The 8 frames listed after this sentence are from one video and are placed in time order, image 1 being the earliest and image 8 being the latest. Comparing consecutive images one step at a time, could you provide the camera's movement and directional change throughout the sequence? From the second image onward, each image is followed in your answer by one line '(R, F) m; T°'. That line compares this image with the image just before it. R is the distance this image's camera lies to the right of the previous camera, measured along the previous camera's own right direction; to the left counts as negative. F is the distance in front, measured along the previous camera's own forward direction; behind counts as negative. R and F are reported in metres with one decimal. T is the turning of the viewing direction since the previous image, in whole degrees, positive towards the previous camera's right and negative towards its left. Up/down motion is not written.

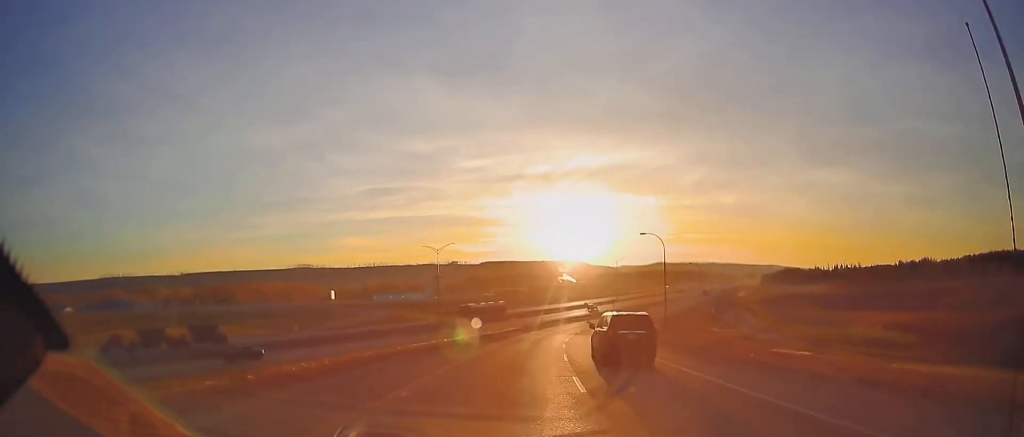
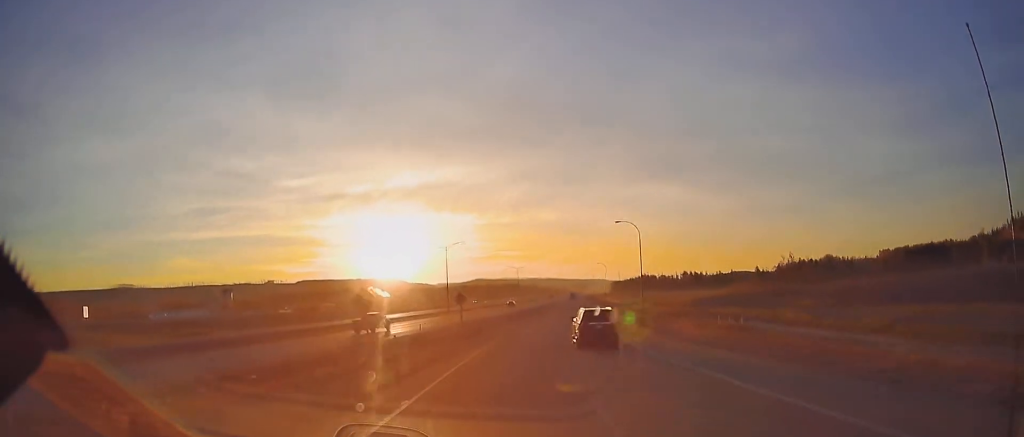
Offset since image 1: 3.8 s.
(+14.6, +86.6) m; +17°
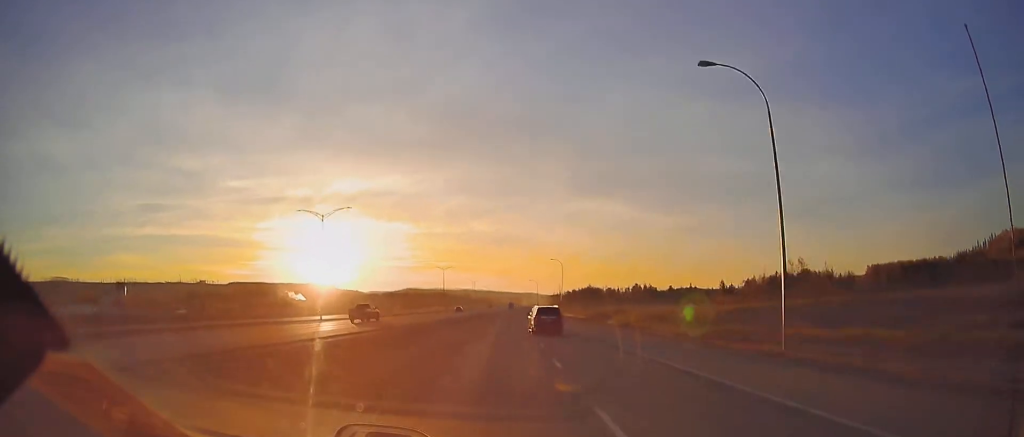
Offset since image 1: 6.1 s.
(+4.1, +54.9) m; +5°
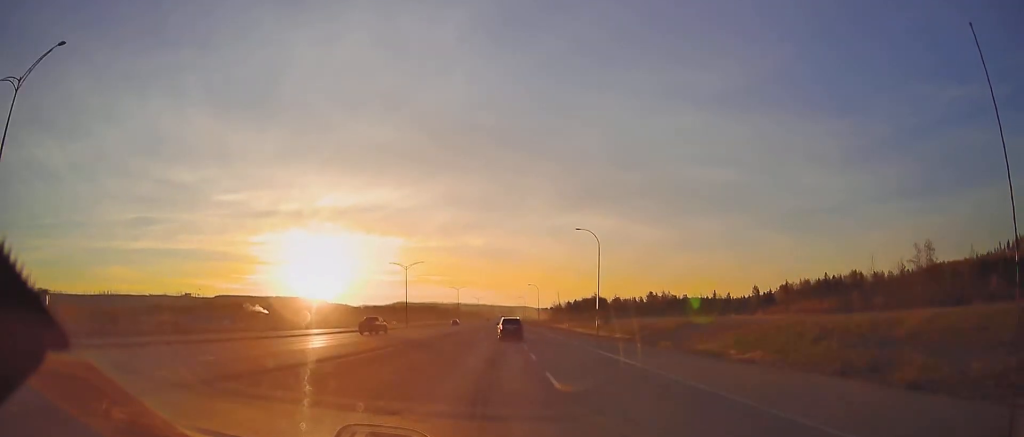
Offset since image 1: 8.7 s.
(+1.9, +63.5) m; +2°
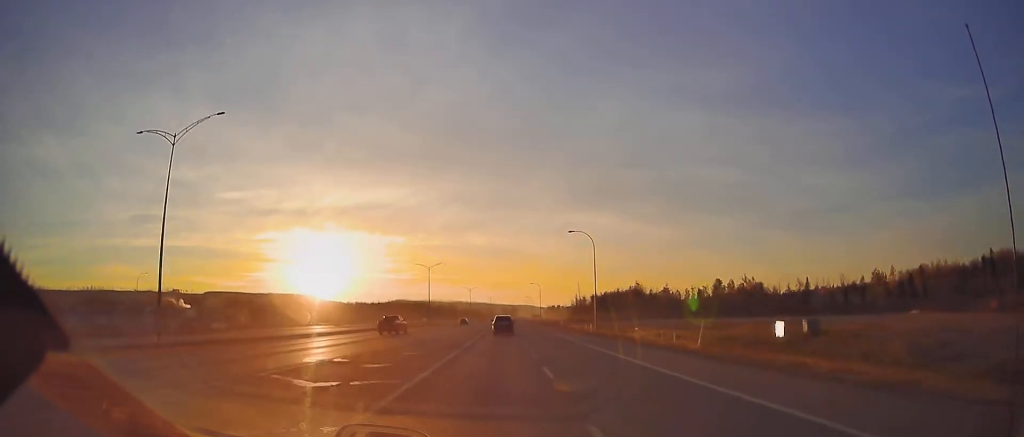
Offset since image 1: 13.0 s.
(-0.2, +107.6) m; 0°
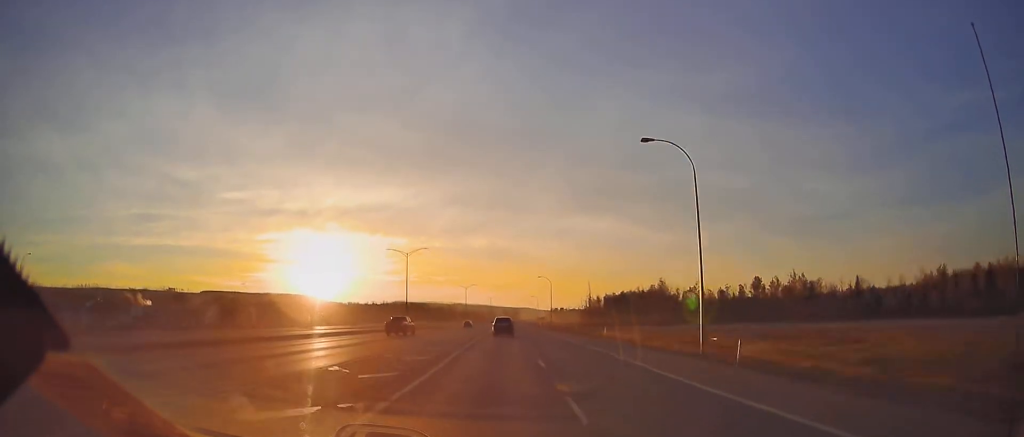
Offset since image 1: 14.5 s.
(0.0, +38.1) m; 0°
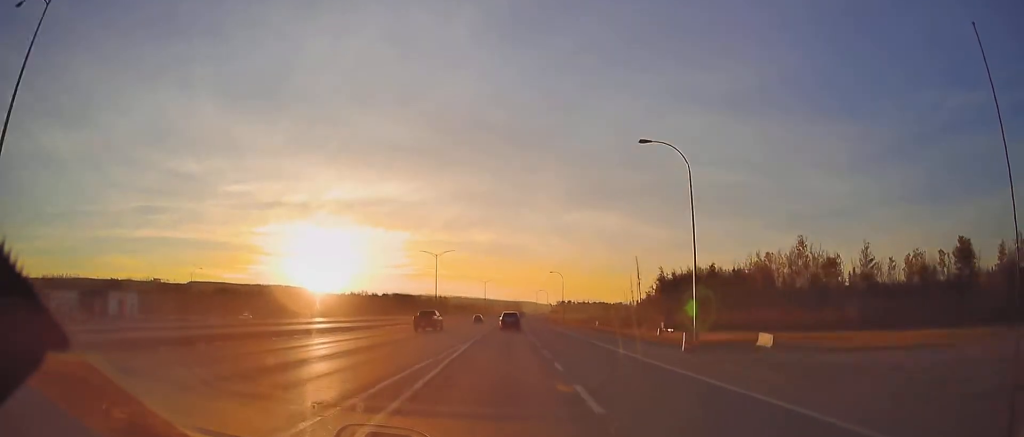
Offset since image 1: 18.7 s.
(+0.9, +107.7) m; +1°
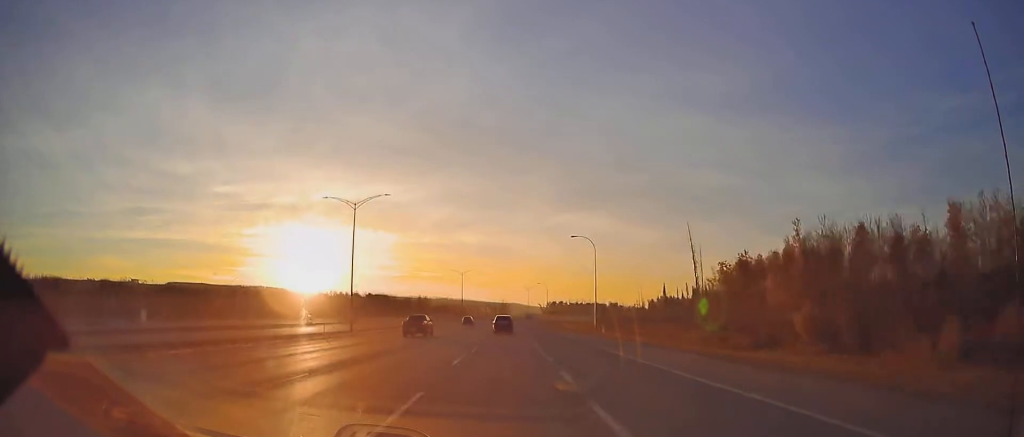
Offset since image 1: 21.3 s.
(+0.5, +67.6) m; 0°
